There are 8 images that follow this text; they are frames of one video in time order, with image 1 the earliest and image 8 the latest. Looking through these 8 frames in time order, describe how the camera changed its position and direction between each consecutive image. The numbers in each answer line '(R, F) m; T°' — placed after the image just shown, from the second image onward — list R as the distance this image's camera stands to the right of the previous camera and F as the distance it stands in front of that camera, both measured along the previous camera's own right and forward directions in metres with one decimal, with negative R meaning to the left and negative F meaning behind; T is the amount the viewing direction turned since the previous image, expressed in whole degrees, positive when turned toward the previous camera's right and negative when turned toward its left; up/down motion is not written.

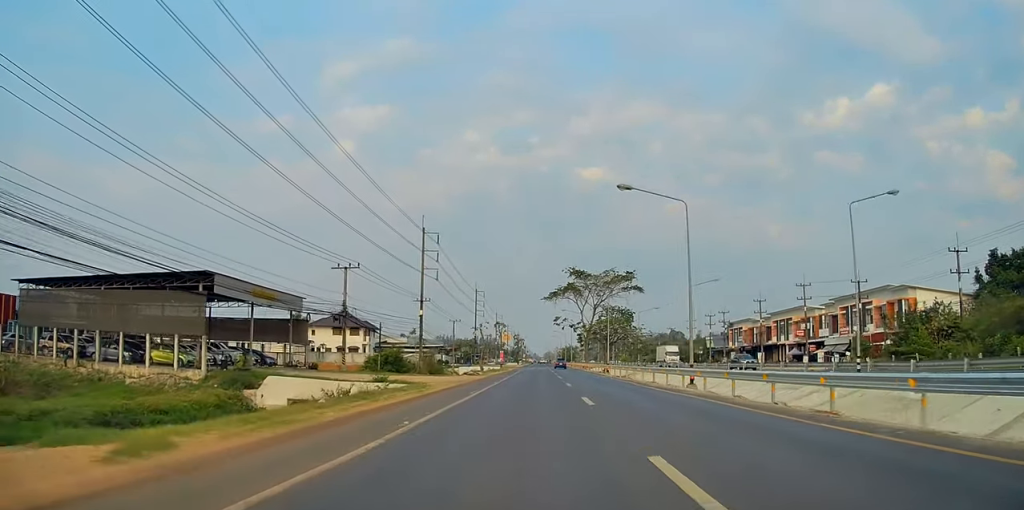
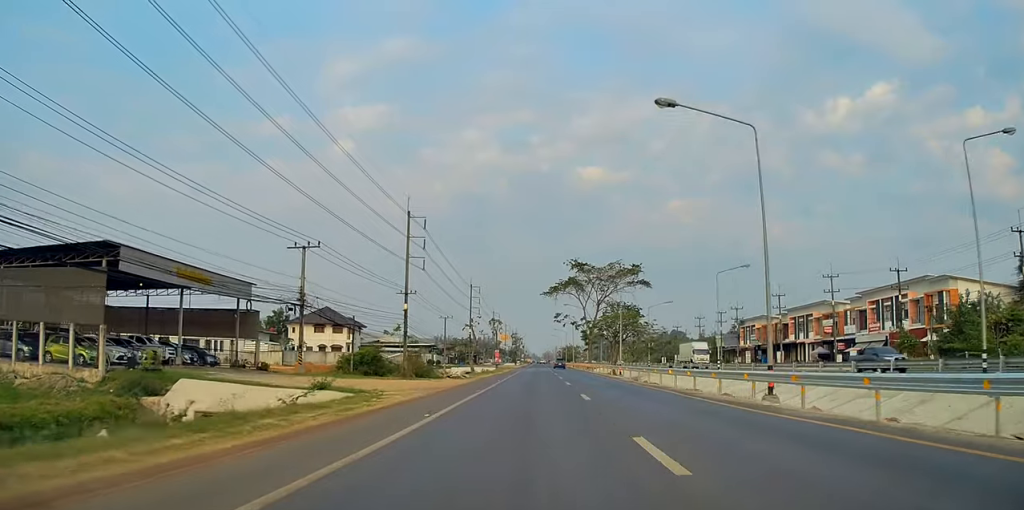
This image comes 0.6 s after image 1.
(+0.1, +10.4) m; +1°
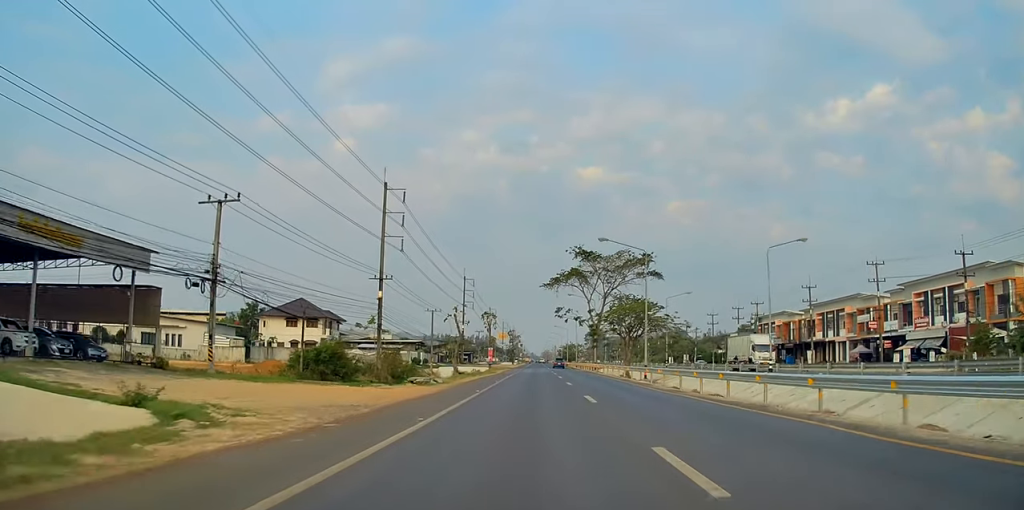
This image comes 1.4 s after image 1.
(+0.1, +12.7) m; 0°
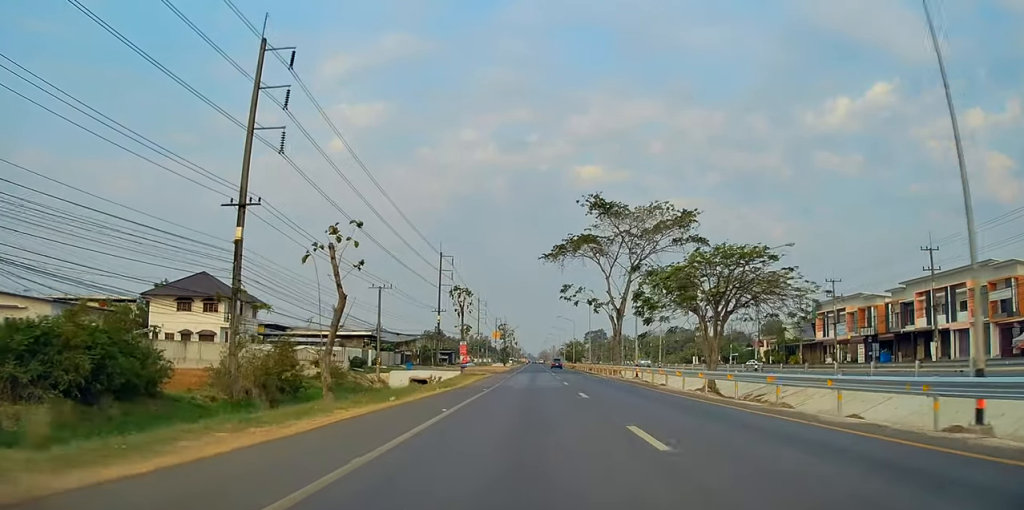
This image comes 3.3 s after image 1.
(-0.3, +32.7) m; -1°
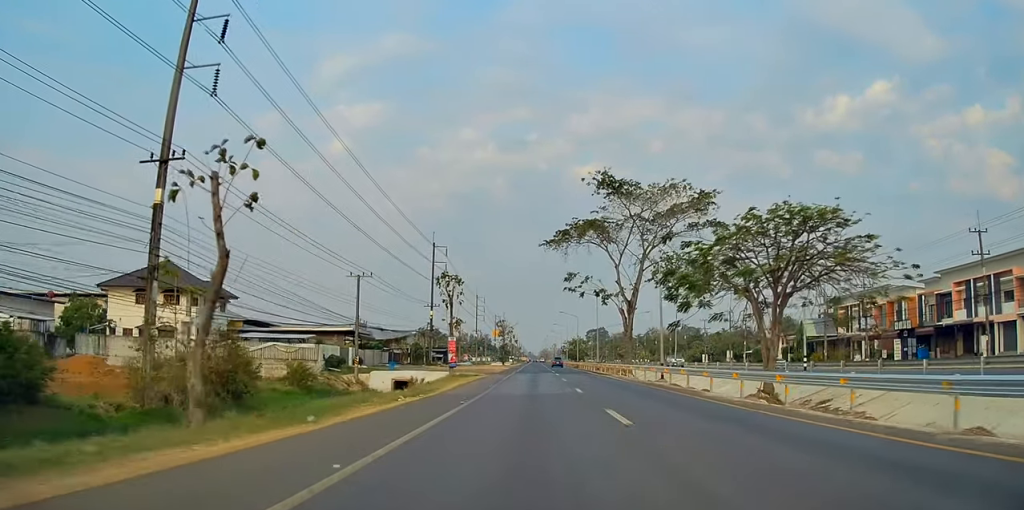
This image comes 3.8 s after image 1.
(0.0, +8.1) m; 0°
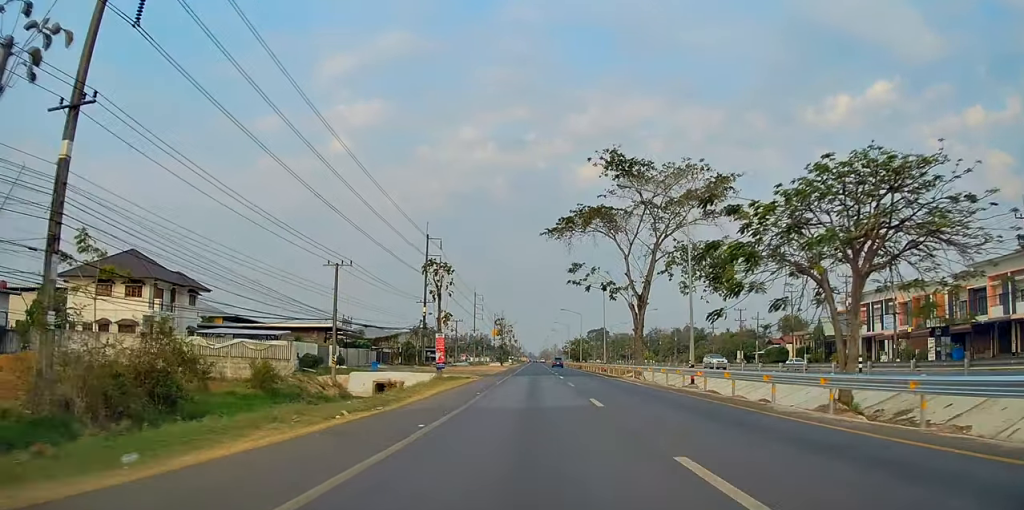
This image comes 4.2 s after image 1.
(0.0, +7.0) m; 0°
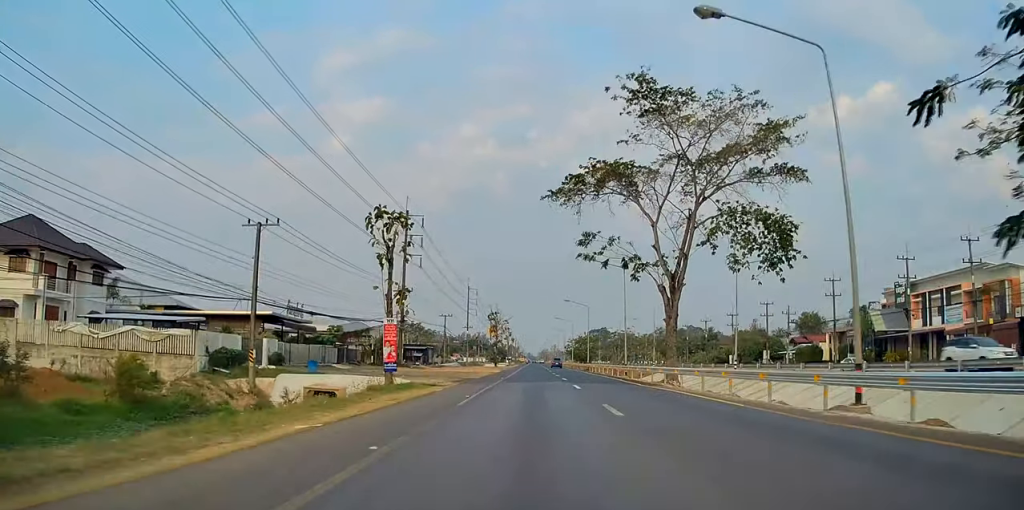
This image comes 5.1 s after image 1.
(-0.1, +14.8) m; 0°
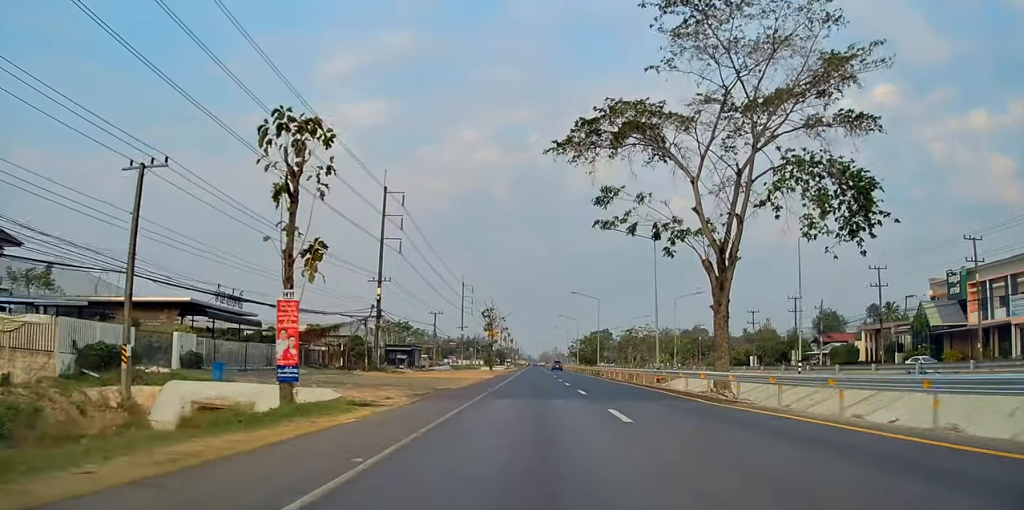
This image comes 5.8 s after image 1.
(0.0, +12.4) m; 0°
